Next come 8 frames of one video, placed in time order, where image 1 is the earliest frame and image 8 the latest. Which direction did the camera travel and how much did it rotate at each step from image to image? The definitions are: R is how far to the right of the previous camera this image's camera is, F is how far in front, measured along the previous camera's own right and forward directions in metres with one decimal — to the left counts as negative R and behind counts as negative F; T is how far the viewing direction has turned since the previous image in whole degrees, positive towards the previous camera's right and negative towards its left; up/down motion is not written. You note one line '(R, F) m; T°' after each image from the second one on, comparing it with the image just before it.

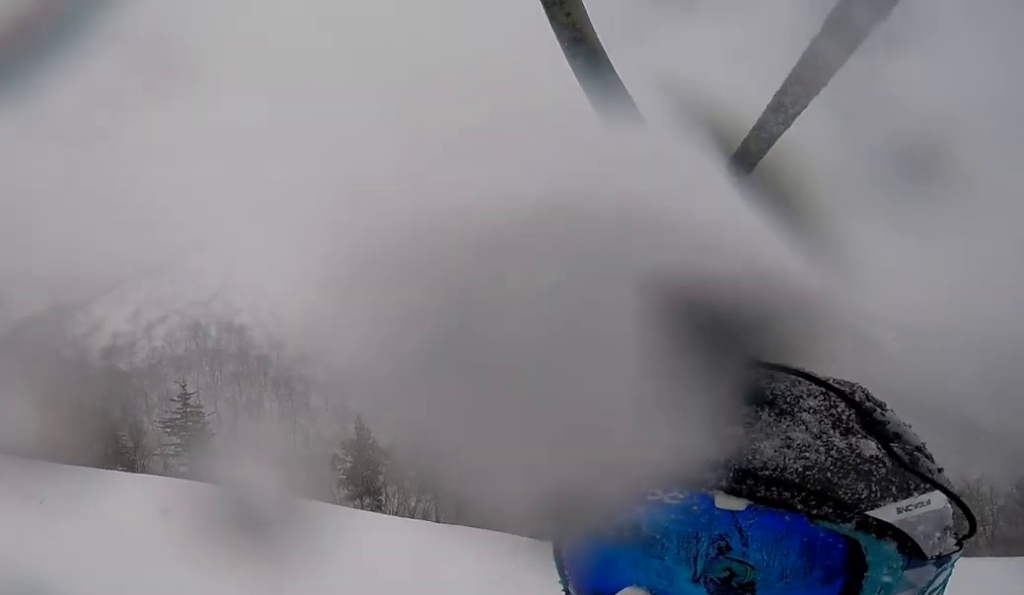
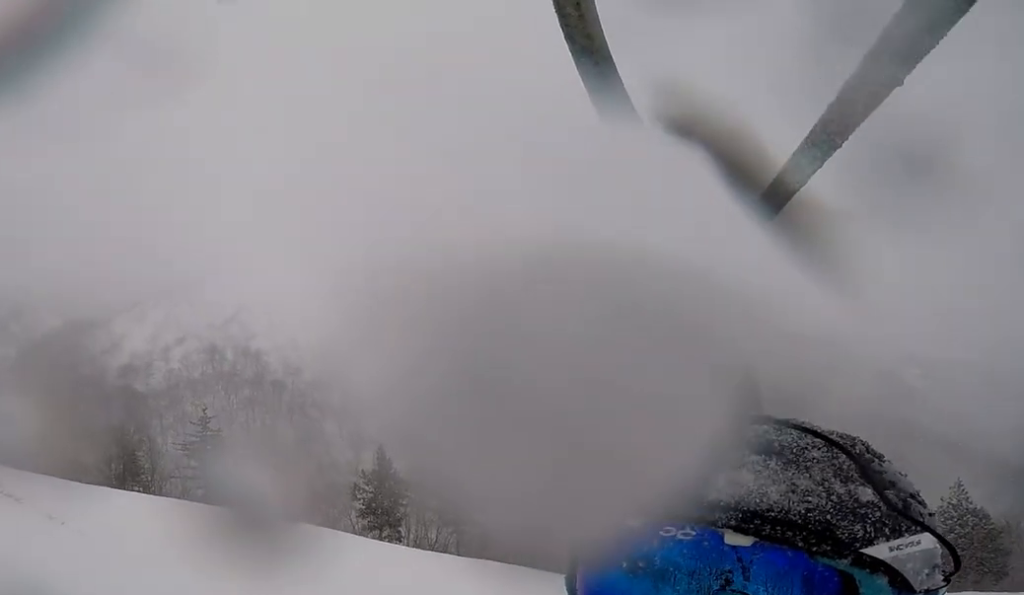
(+0.7, +0.9) m; -3°
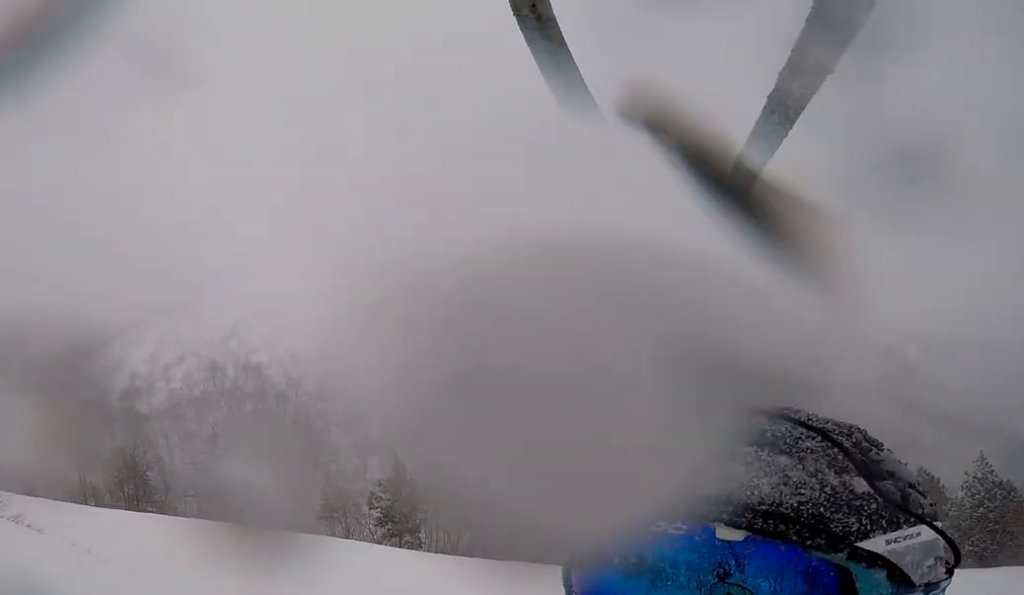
(-0.7, +0.9) m; +2°
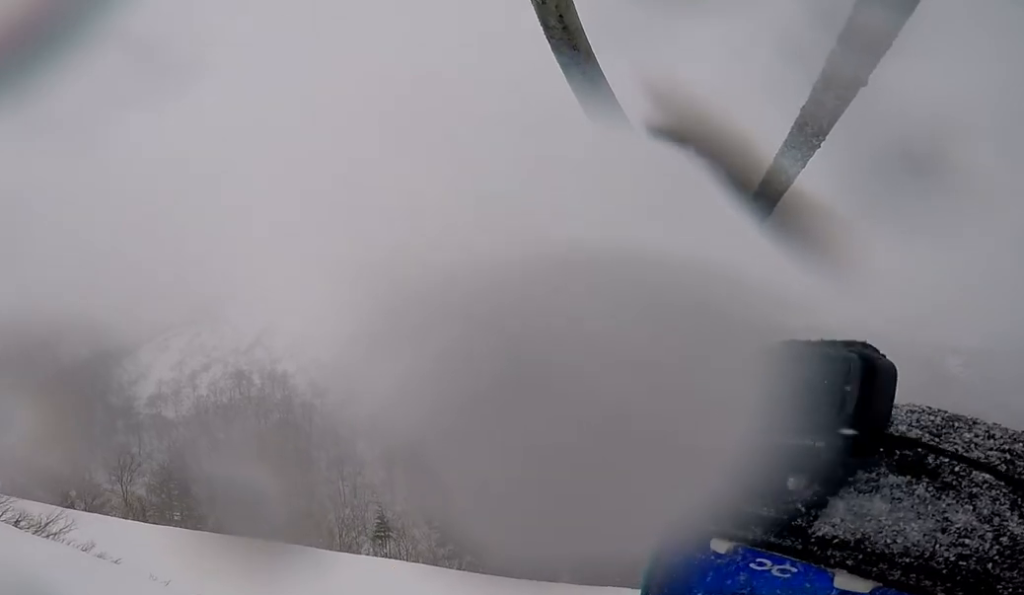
(+0.1, +3.9) m; +2°
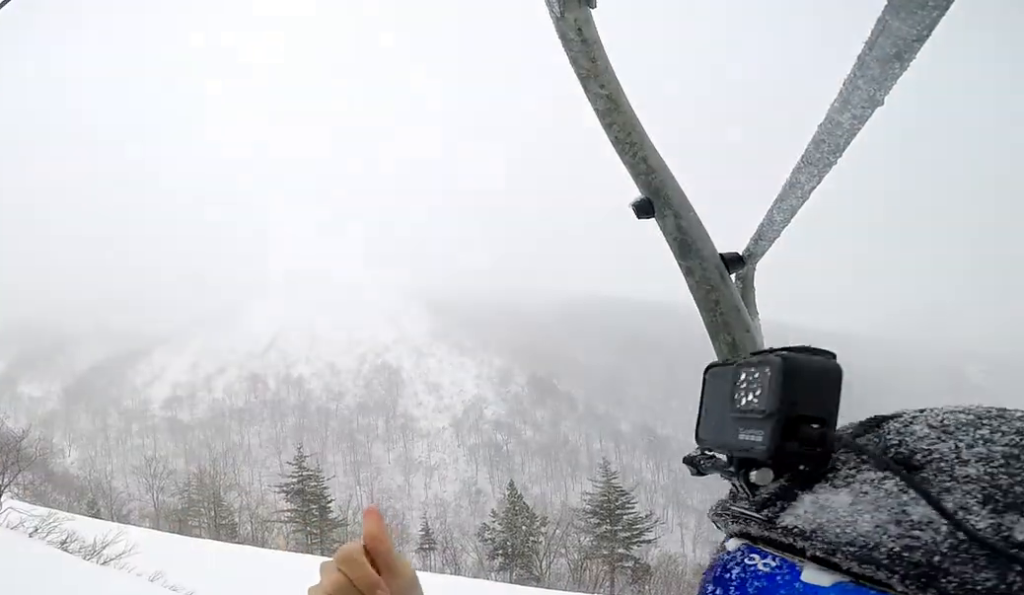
(+0.6, +3.2) m; -1°
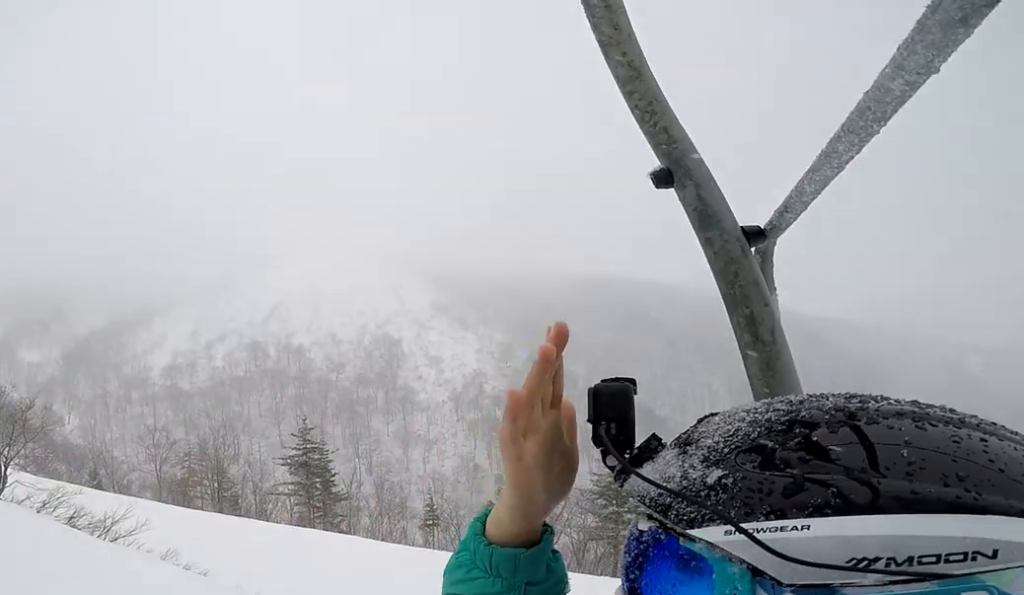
(-0.8, +0.9) m; 0°
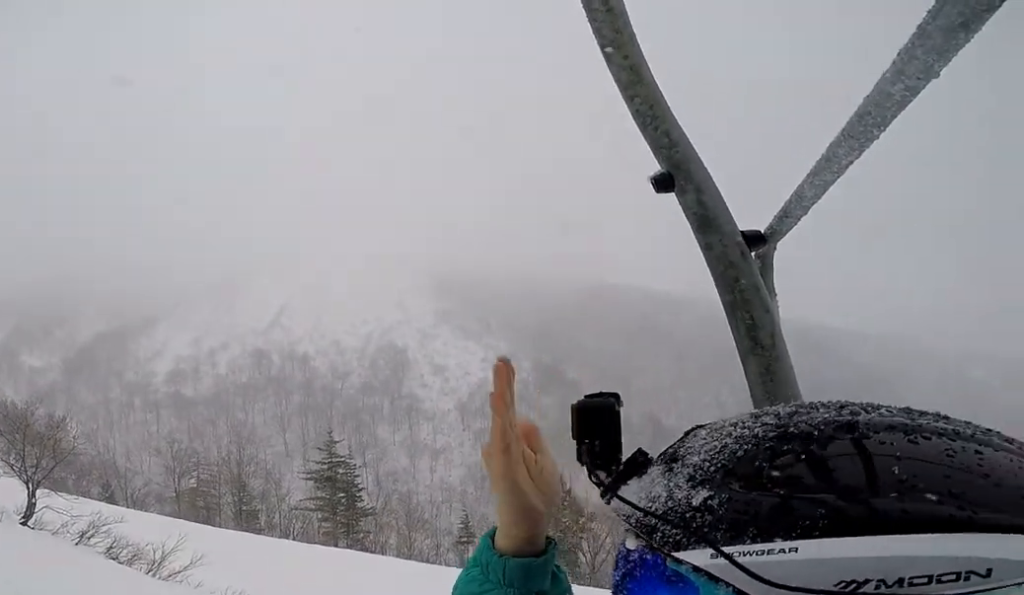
(+0.8, +2.9) m; 0°
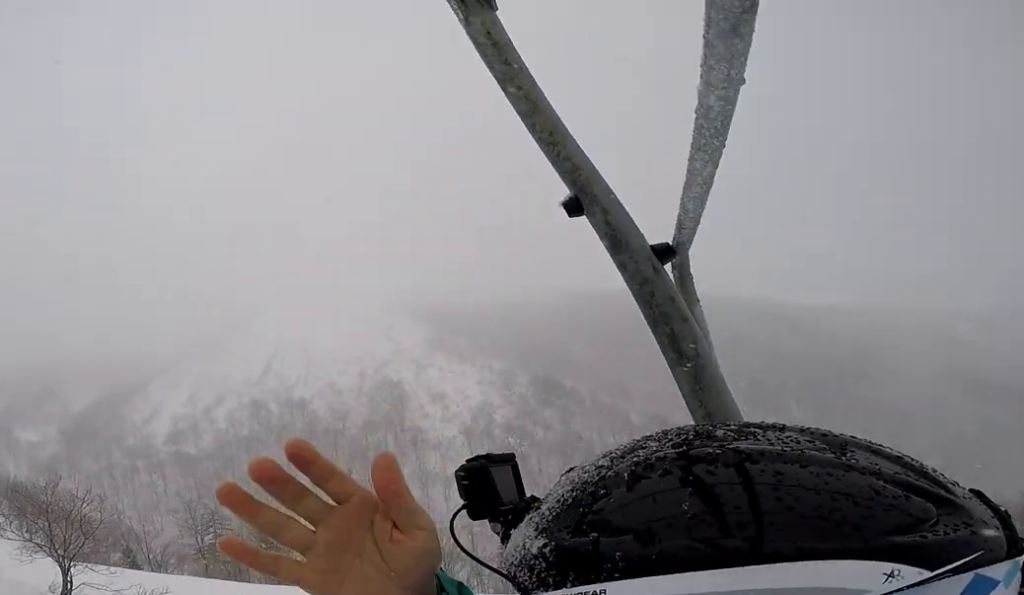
(-1.4, +1.7) m; 0°
